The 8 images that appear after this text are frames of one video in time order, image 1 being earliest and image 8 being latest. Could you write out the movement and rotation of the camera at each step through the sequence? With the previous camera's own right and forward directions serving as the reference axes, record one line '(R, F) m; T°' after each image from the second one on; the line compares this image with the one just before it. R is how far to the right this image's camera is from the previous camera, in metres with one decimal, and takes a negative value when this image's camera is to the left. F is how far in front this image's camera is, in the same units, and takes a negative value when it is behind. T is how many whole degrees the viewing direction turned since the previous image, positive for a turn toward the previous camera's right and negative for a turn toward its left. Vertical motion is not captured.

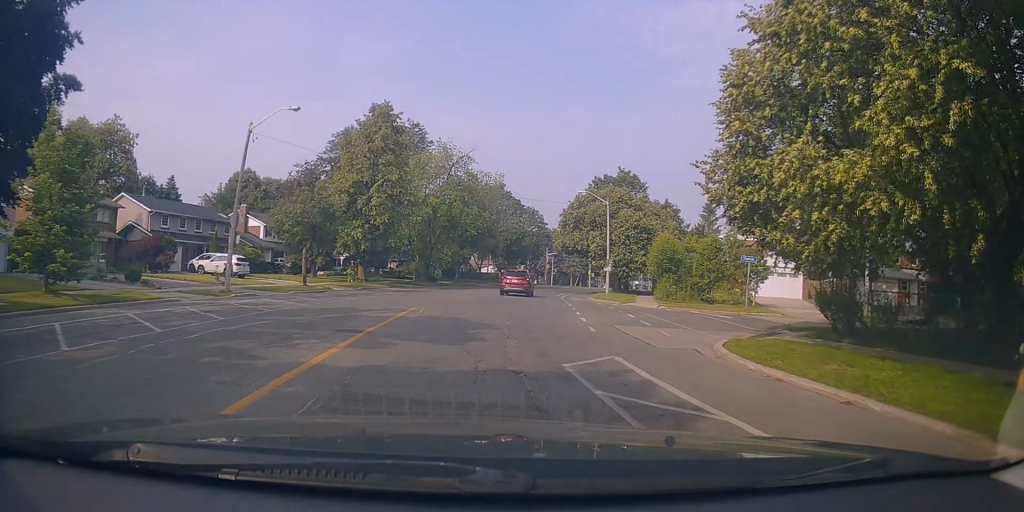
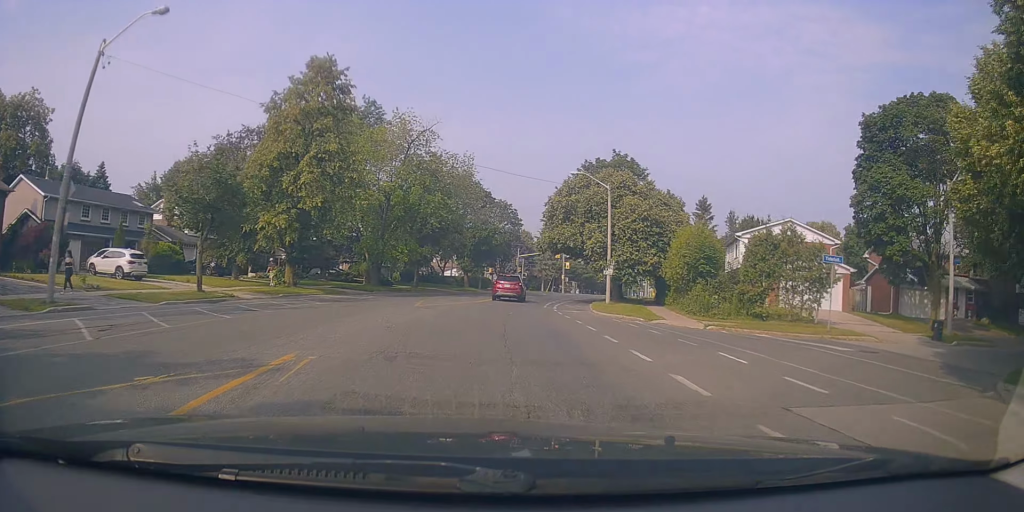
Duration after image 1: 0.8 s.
(+0.3, +10.6) m; +3°
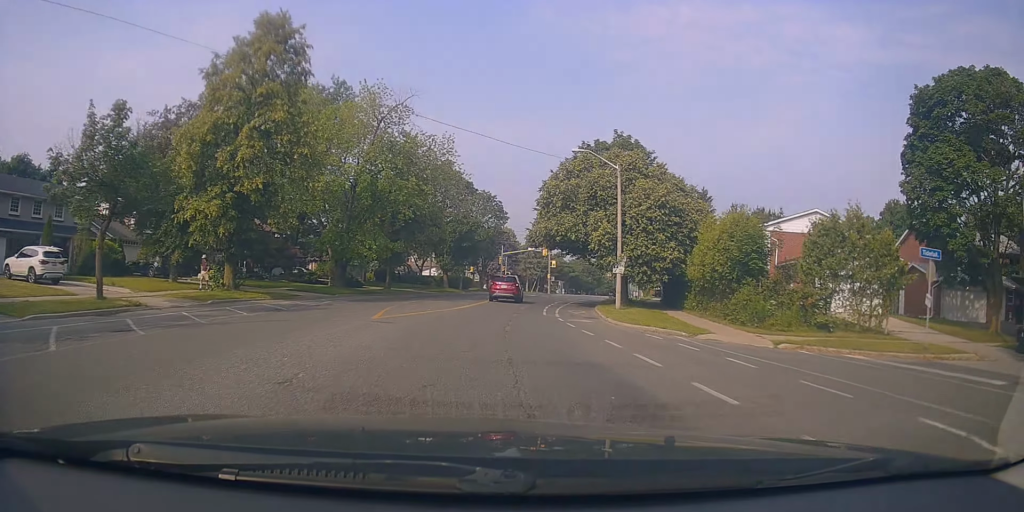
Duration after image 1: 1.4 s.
(+0.1, +6.6) m; +2°
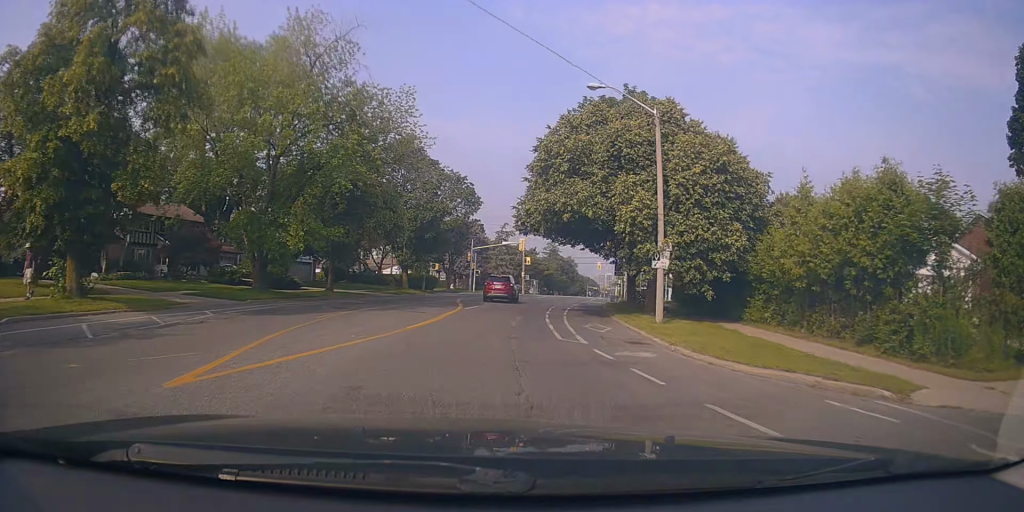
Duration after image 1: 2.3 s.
(+0.2, +10.6) m; +4°
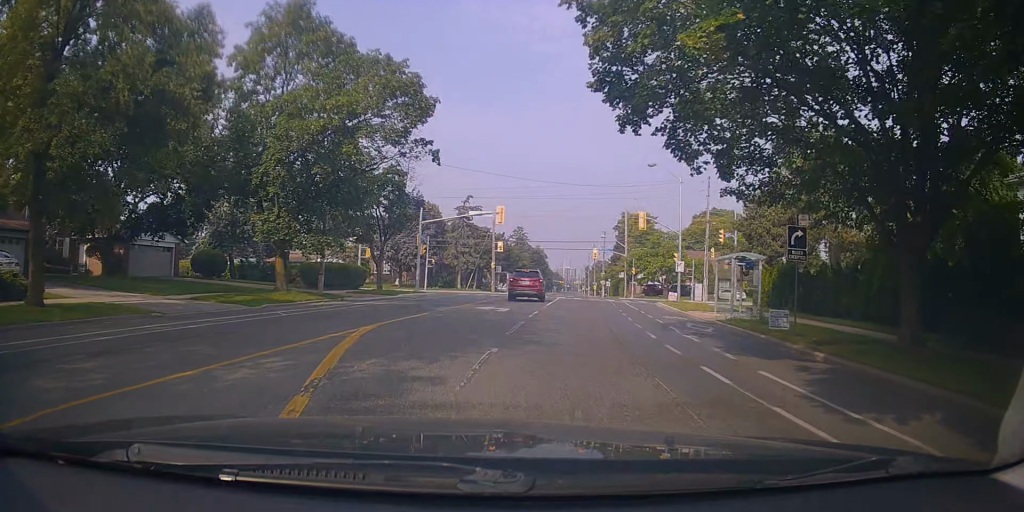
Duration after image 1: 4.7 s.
(+1.1, +24.8) m; +4°
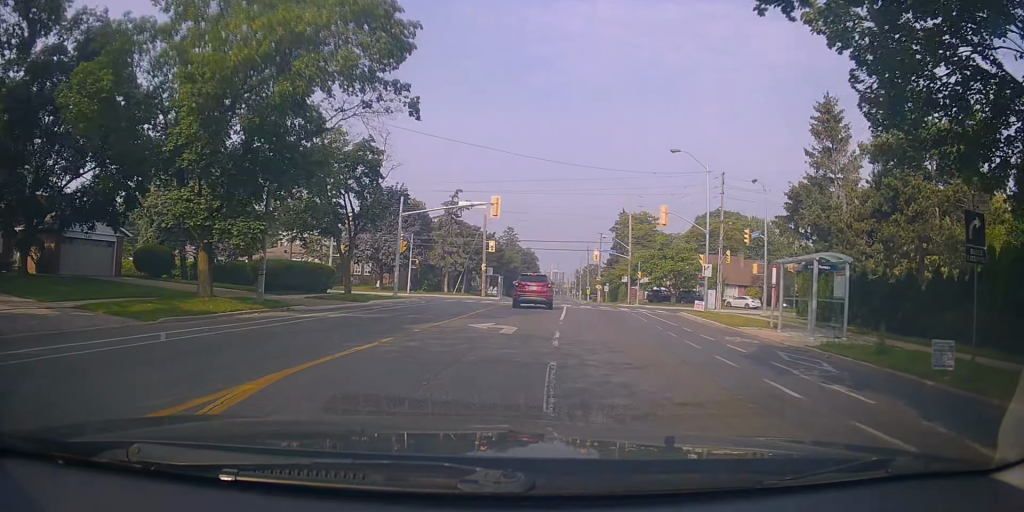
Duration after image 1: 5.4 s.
(+0.1, +6.9) m; +3°
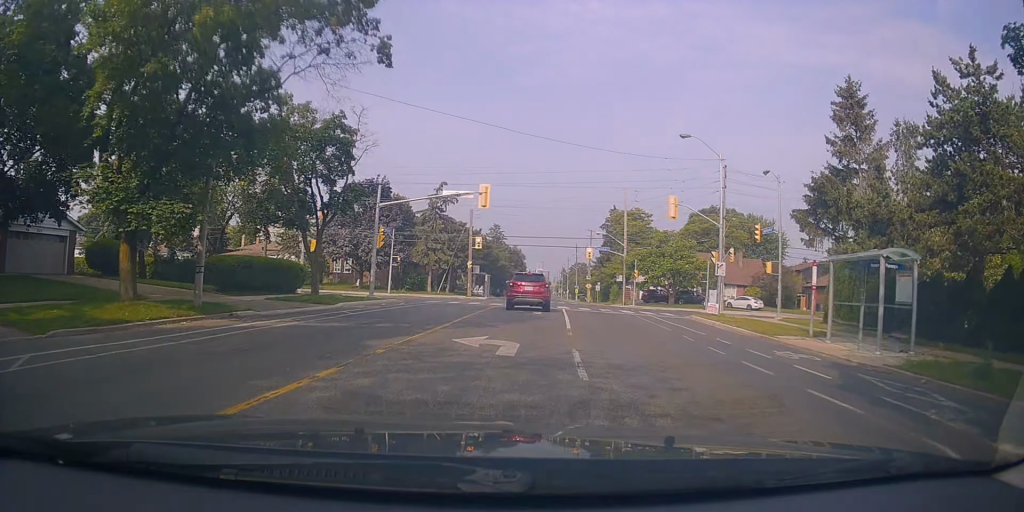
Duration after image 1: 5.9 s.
(+0.3, +4.0) m; 0°
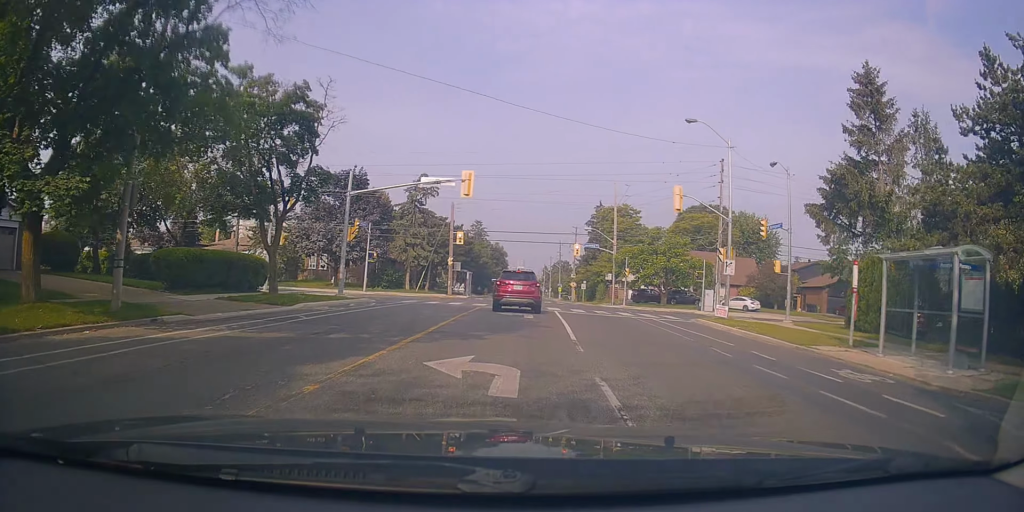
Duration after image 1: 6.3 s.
(+0.2, +3.7) m; 0°
